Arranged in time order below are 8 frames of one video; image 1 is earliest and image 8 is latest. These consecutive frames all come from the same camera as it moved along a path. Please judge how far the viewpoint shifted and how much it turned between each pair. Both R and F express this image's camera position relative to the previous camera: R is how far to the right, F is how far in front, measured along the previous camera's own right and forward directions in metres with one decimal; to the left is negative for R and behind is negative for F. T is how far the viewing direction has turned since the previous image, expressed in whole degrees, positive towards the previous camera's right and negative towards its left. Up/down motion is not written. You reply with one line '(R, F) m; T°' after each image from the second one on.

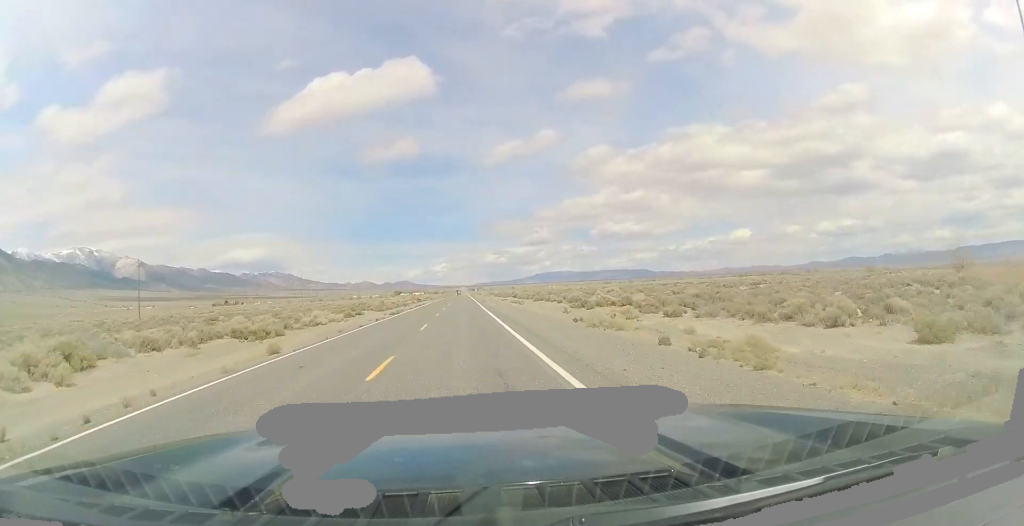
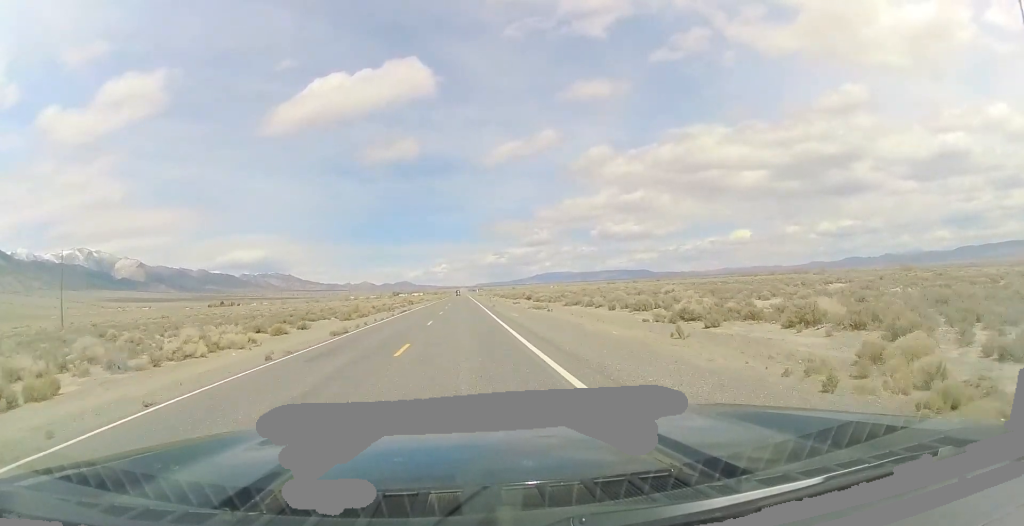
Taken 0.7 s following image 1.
(+0.1, +23.2) m; 0°
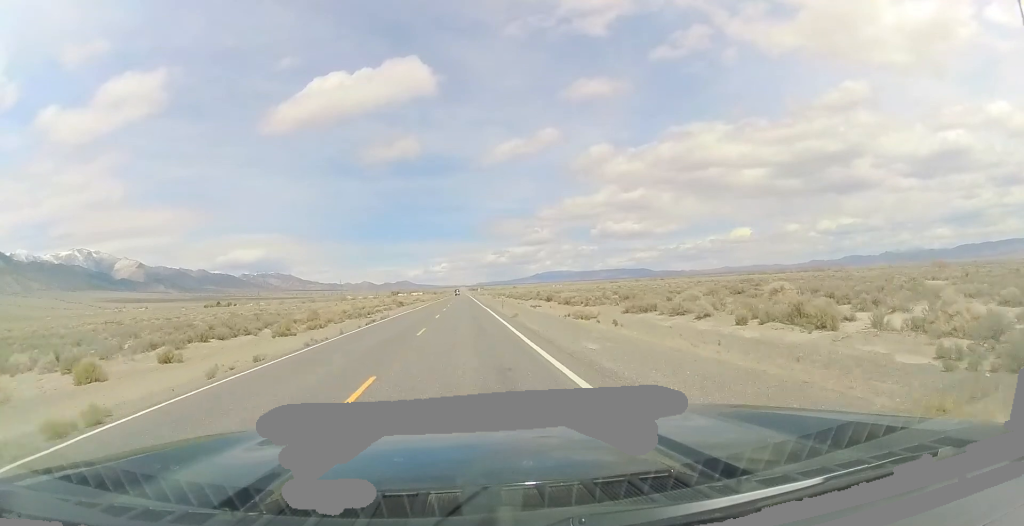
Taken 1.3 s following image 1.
(0.0, +20.9) m; 0°
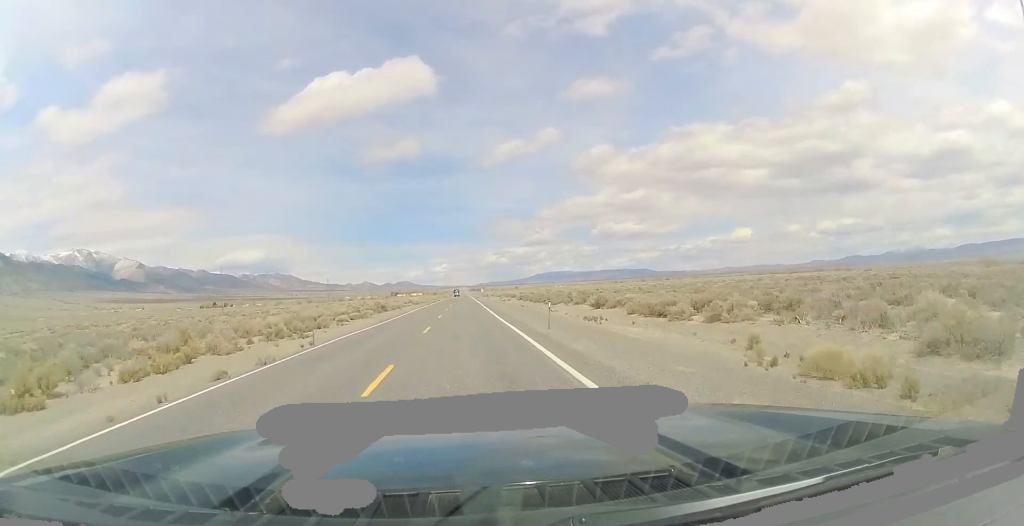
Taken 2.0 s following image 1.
(0.0, +25.7) m; 0°
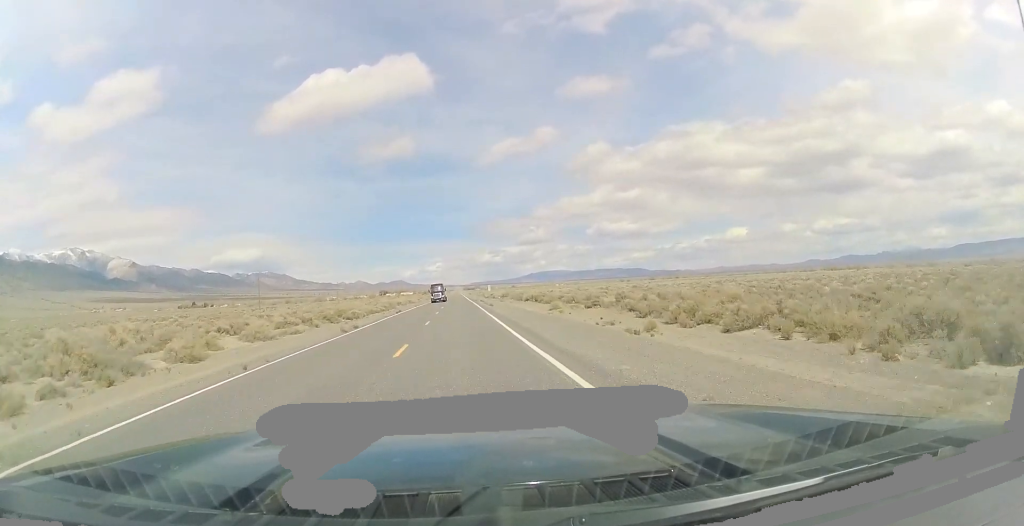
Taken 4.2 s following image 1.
(-0.3, +77.0) m; 0°
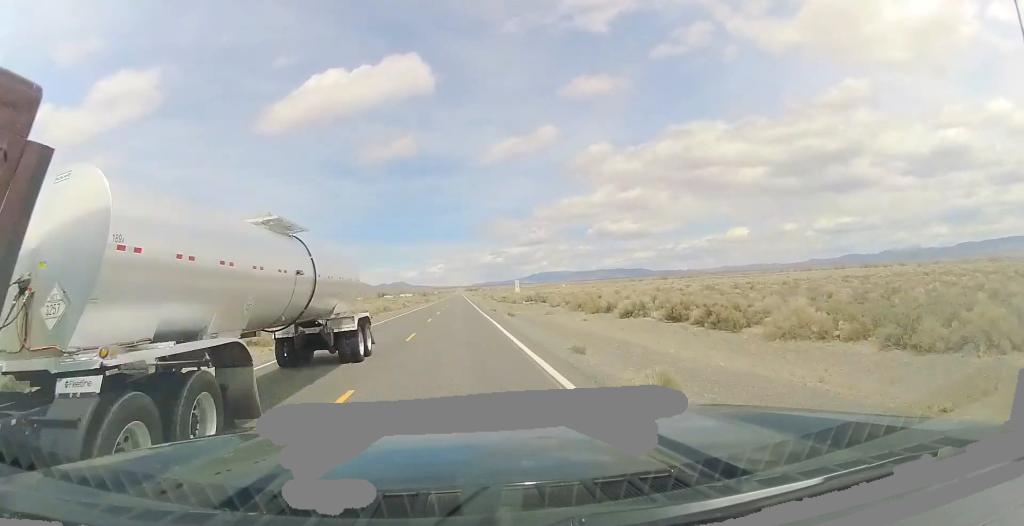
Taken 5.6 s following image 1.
(+0.3, +49.0) m; 0°
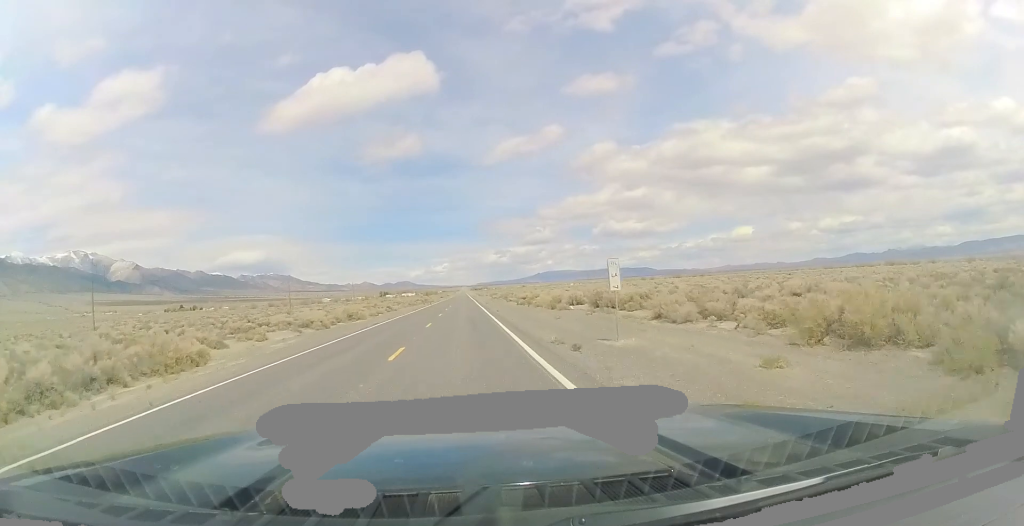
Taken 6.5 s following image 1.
(0.0, +32.7) m; 0°
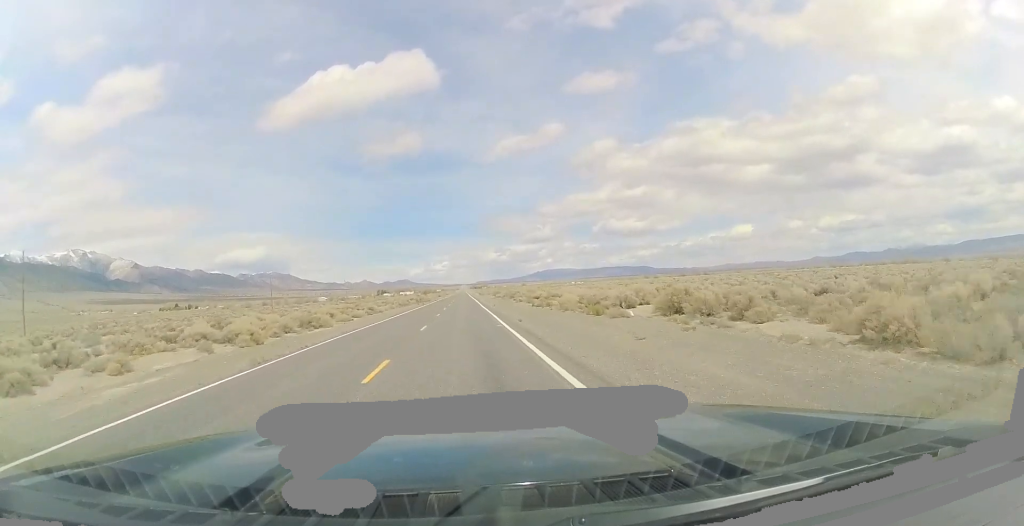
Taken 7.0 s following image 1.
(0.0, +17.6) m; 0°
